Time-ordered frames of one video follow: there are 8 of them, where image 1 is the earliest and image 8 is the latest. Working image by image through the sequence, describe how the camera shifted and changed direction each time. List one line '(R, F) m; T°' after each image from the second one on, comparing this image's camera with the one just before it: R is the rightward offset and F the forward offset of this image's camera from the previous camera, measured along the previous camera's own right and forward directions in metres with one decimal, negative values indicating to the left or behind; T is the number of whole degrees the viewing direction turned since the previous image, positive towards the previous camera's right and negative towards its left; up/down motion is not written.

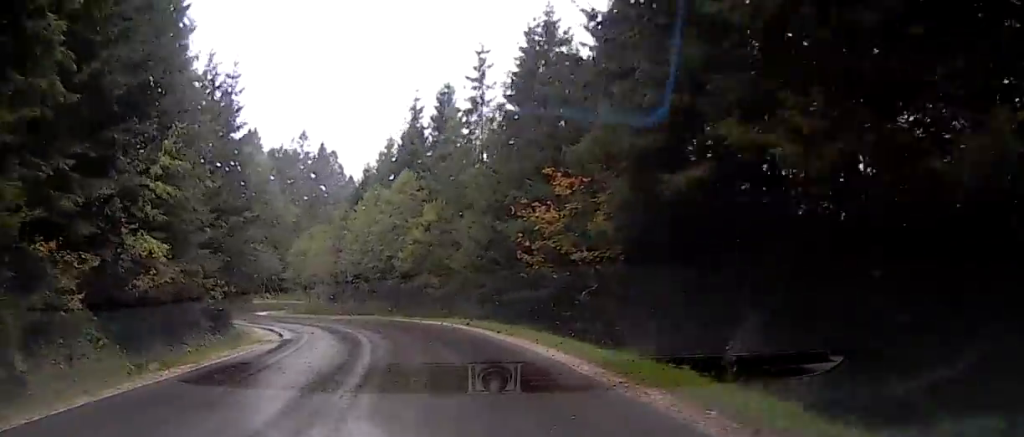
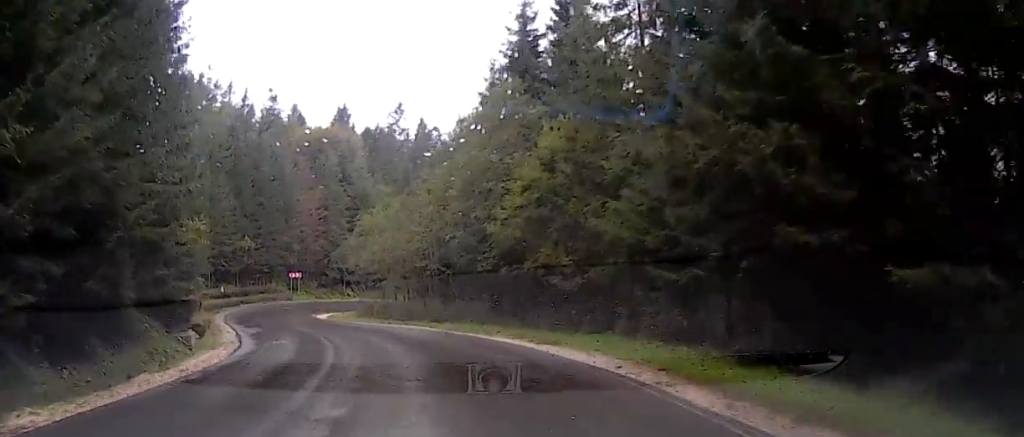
(-0.6, +7.7) m; -29°
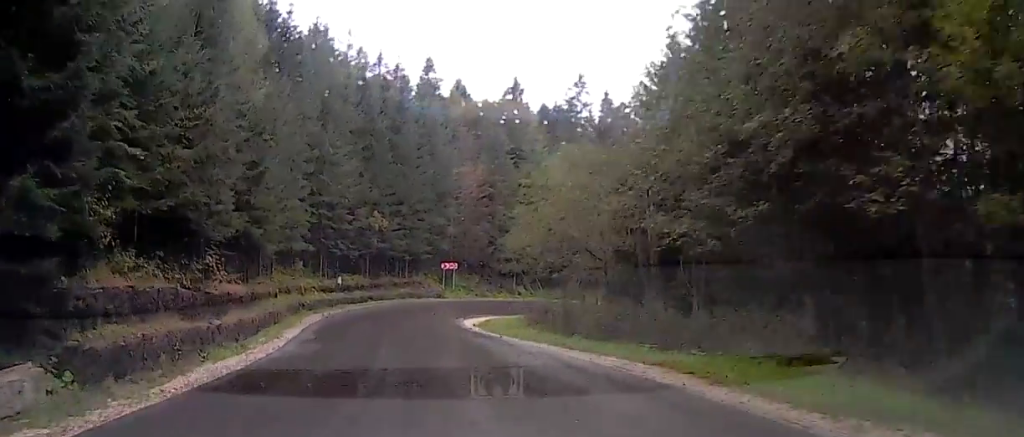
(-2.8, +8.3) m; -19°
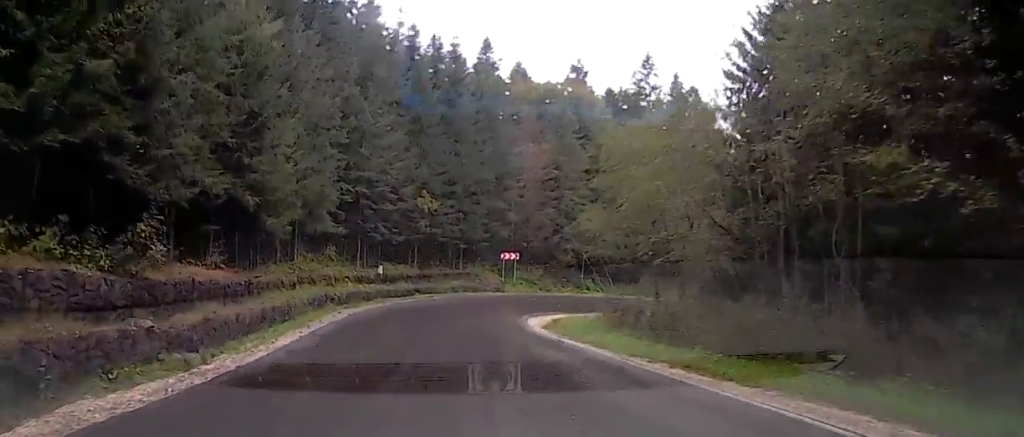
(0.0, +4.3) m; -4°
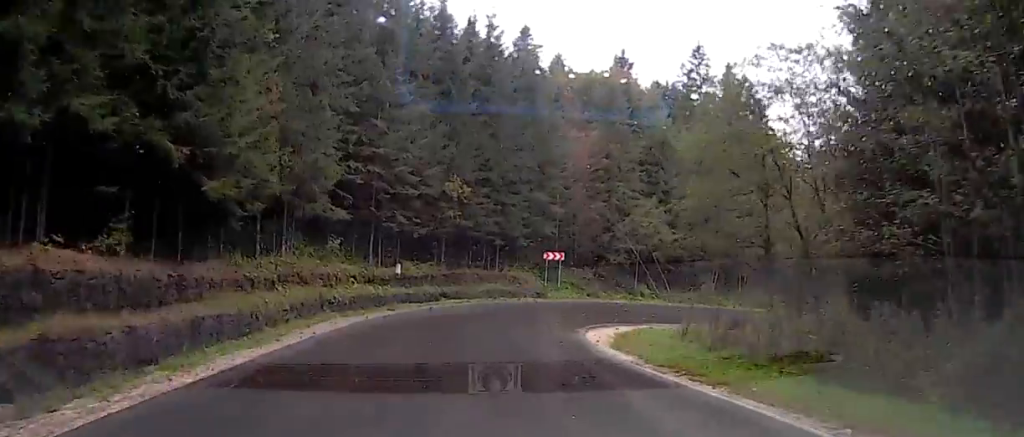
(-0.2, +5.8) m; -7°
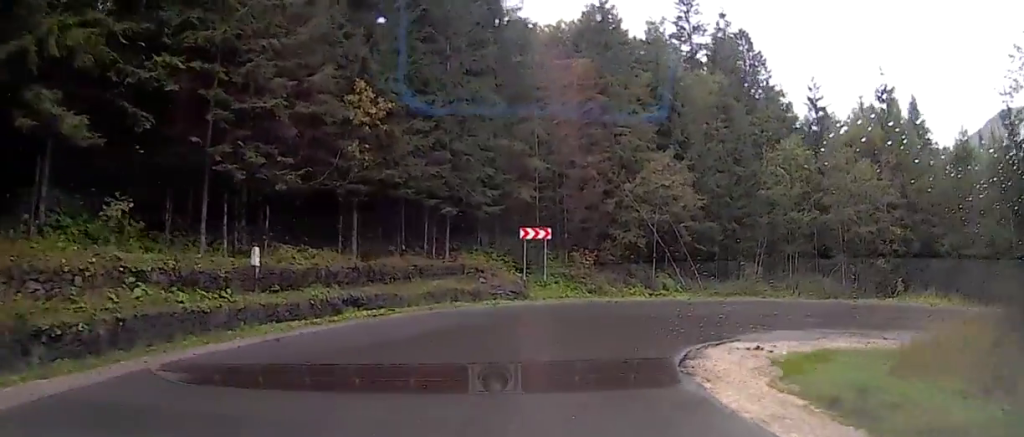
(-1.7, +15.6) m; +8°
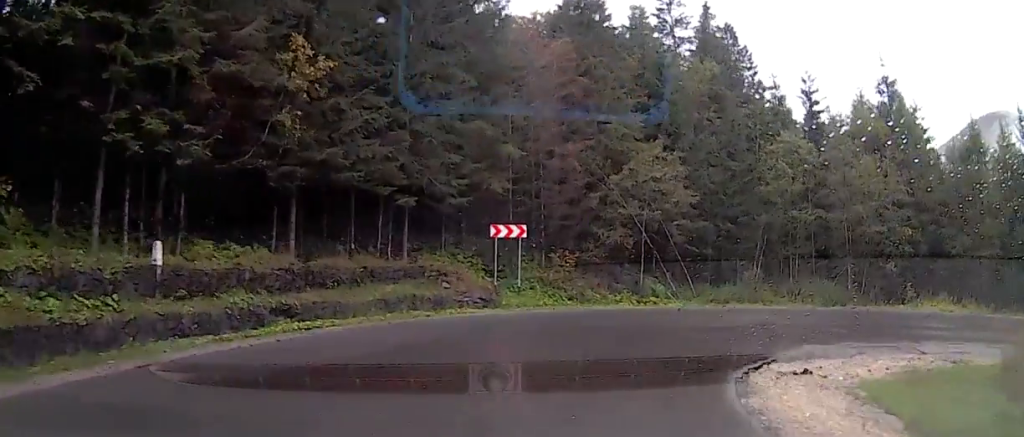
(+0.6, +3.5) m; +8°
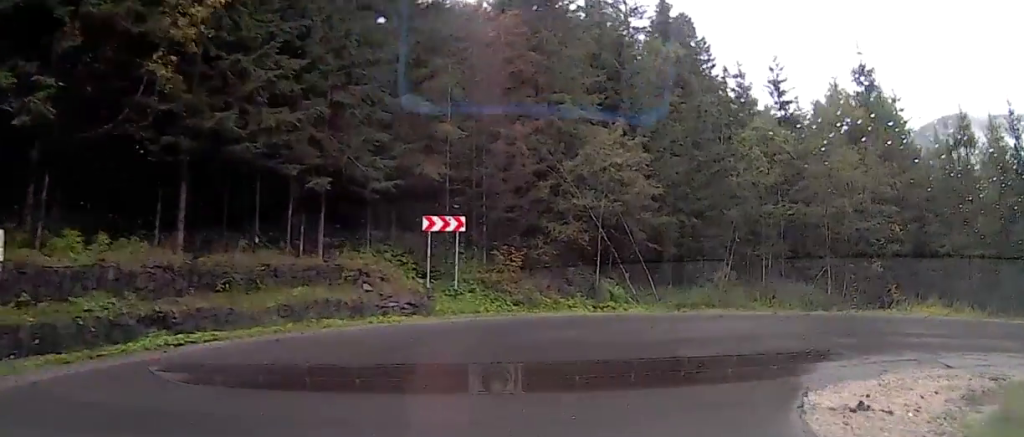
(+1.0, +3.8) m; +10°
